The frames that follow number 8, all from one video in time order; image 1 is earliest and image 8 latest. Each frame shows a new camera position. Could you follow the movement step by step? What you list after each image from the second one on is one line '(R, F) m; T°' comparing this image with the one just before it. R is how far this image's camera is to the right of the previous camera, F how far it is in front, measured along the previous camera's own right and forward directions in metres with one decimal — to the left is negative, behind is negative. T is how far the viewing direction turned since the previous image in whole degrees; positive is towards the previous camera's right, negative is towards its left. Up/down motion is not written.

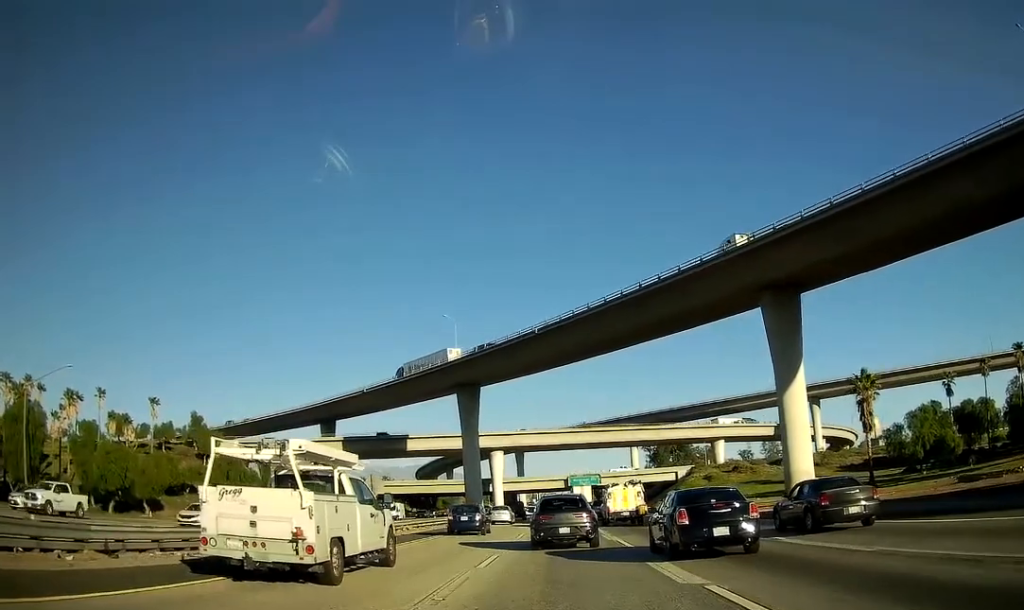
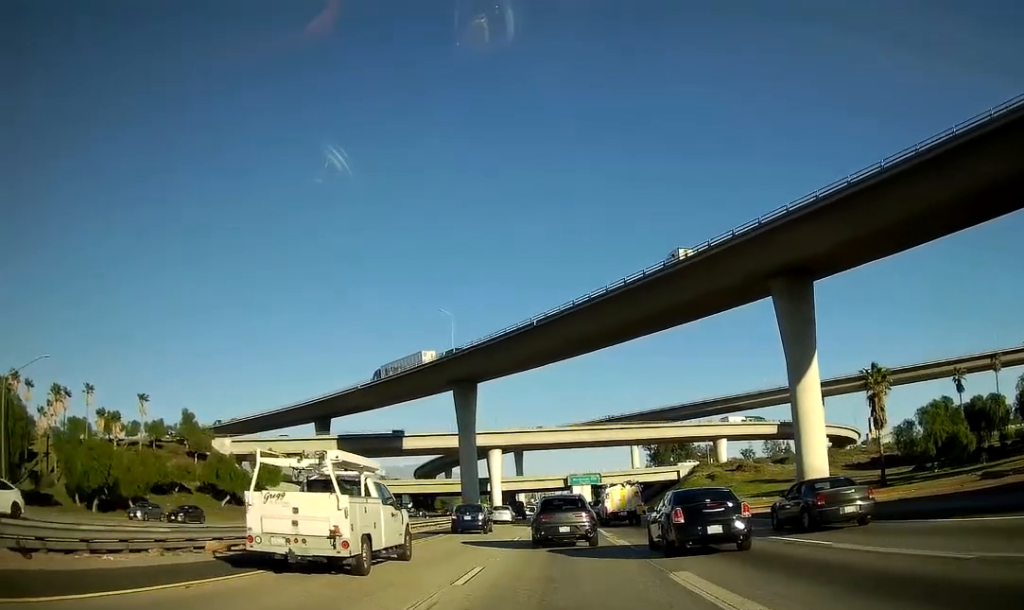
(-0.1, +3.4) m; -1°
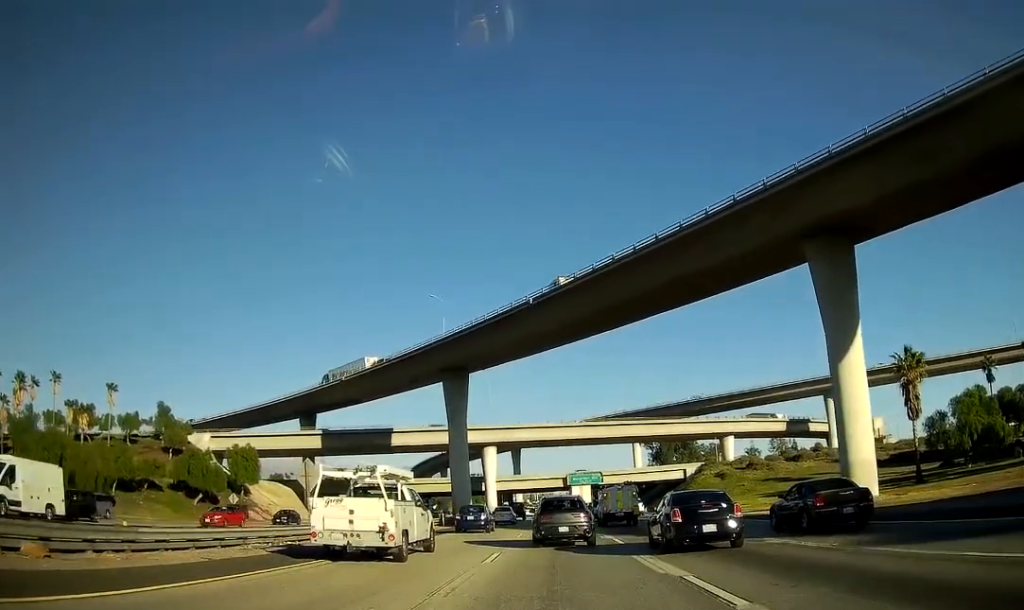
(+0.1, +9.1) m; +2°
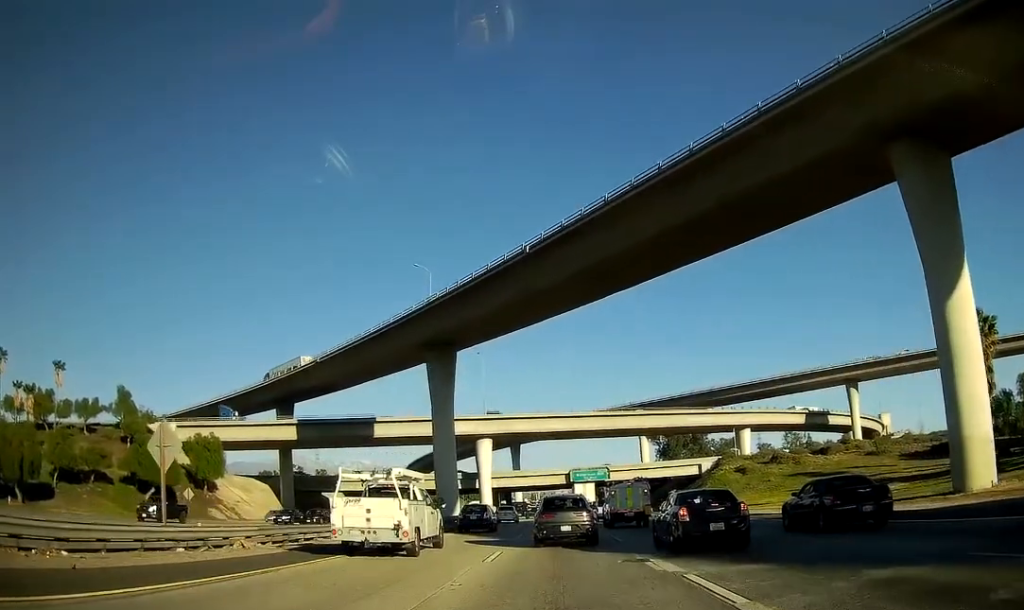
(+0.2, +14.1) m; 0°
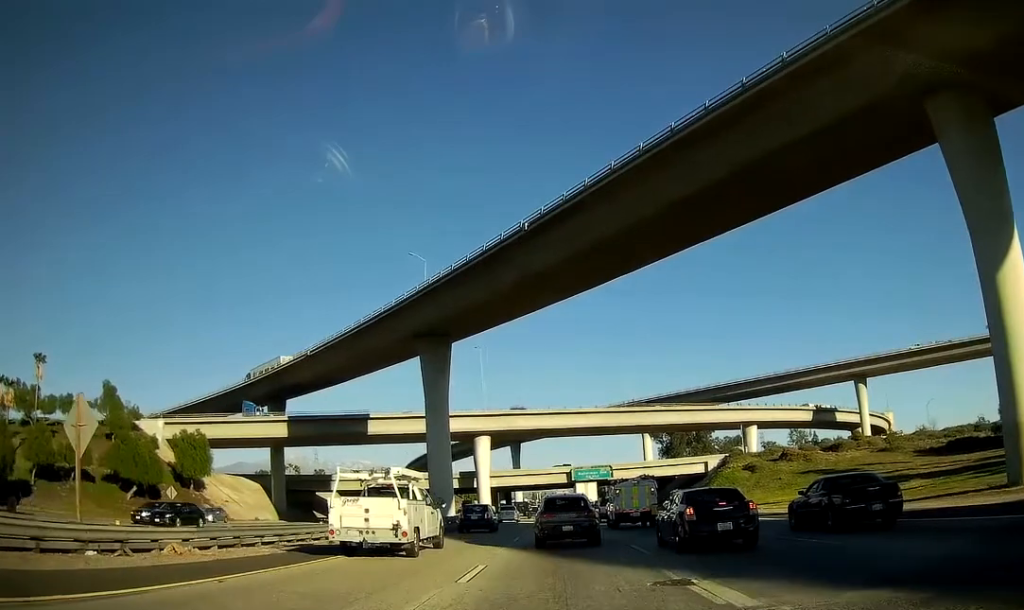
(0.0, +4.8) m; -1°
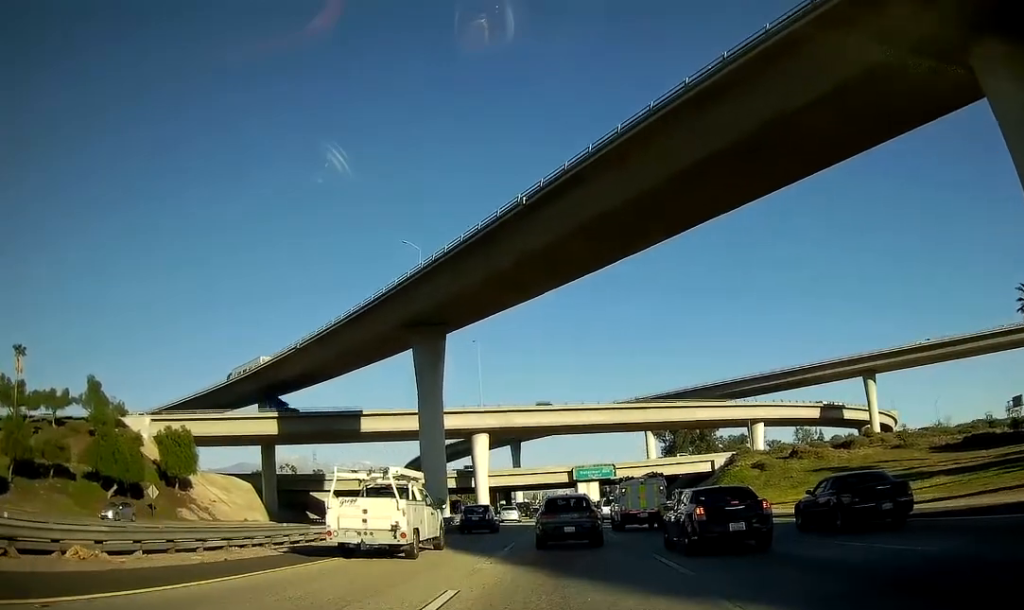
(-0.2, +4.9) m; 0°
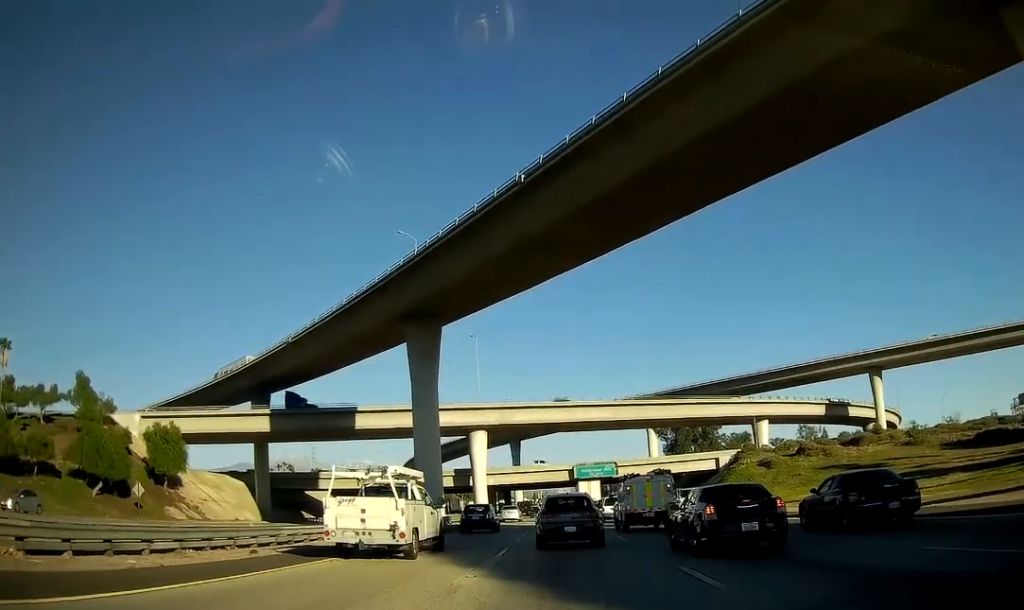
(+0.1, +3.3) m; 0°
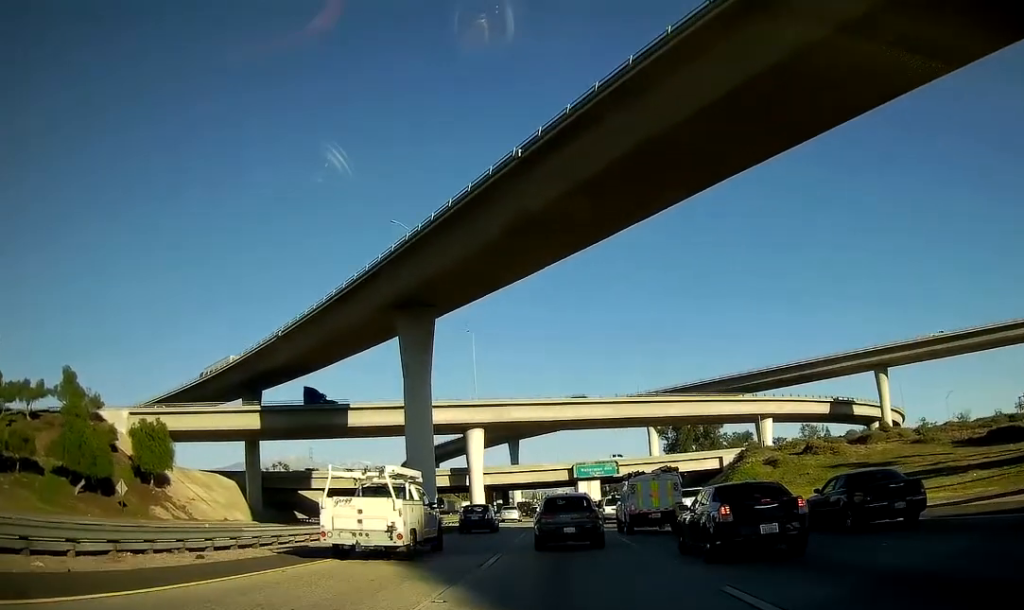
(+0.1, +3.5) m; 0°
